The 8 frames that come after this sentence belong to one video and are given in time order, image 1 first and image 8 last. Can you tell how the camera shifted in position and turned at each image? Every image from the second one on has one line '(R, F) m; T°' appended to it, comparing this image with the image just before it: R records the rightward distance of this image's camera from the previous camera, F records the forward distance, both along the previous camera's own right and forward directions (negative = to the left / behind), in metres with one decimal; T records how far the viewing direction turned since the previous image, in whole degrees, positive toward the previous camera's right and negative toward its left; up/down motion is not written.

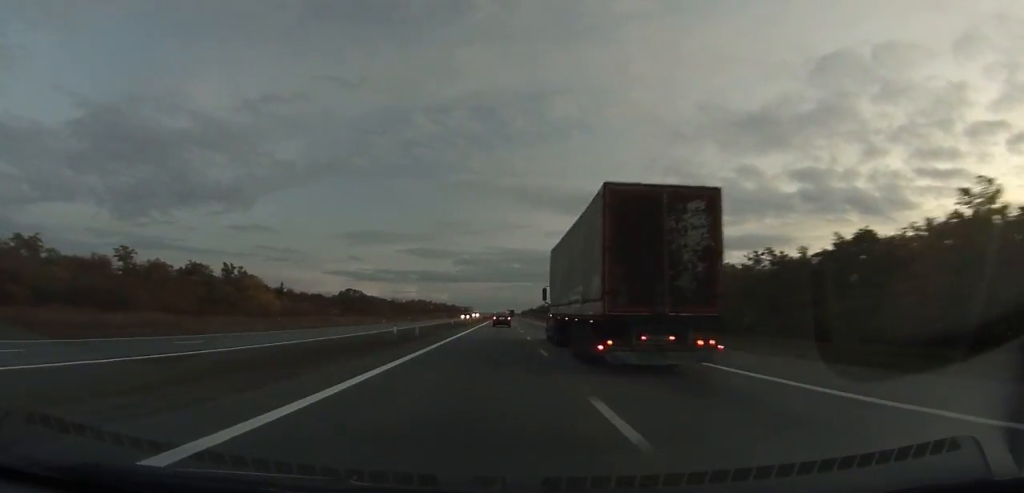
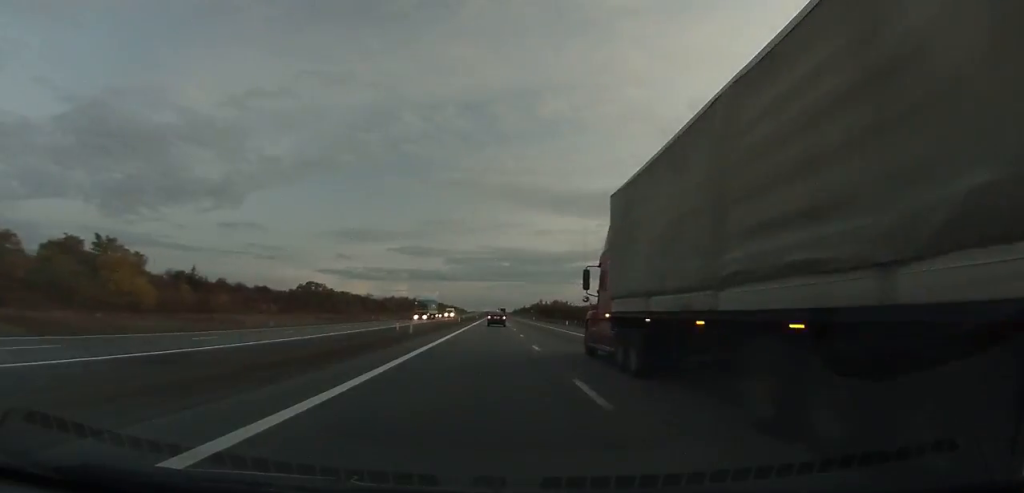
(+0.2, +50.3) m; 0°
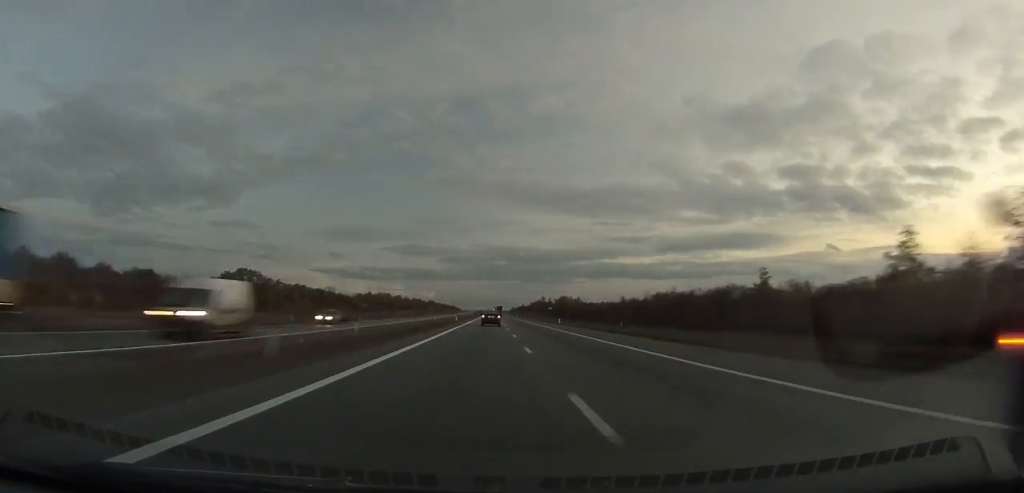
(+0.2, +66.3) m; 0°
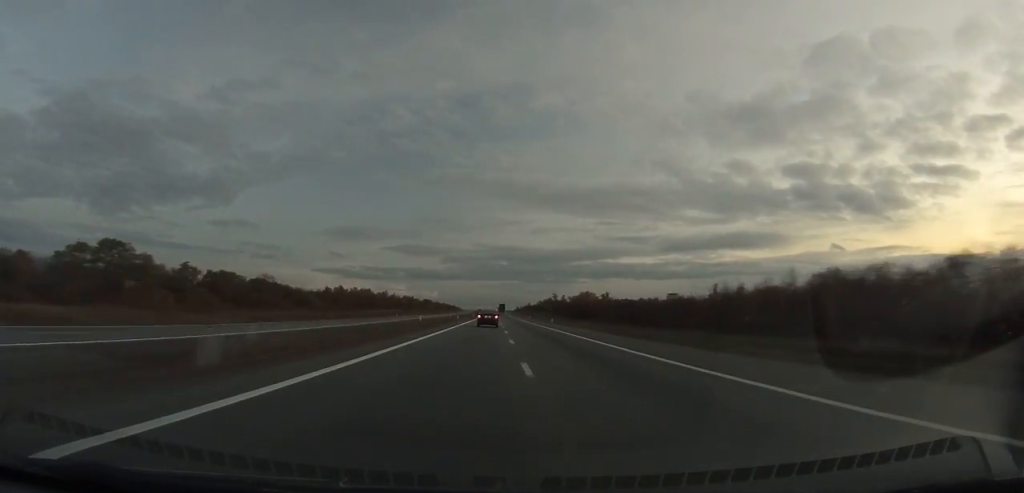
(+0.2, +69.3) m; 0°
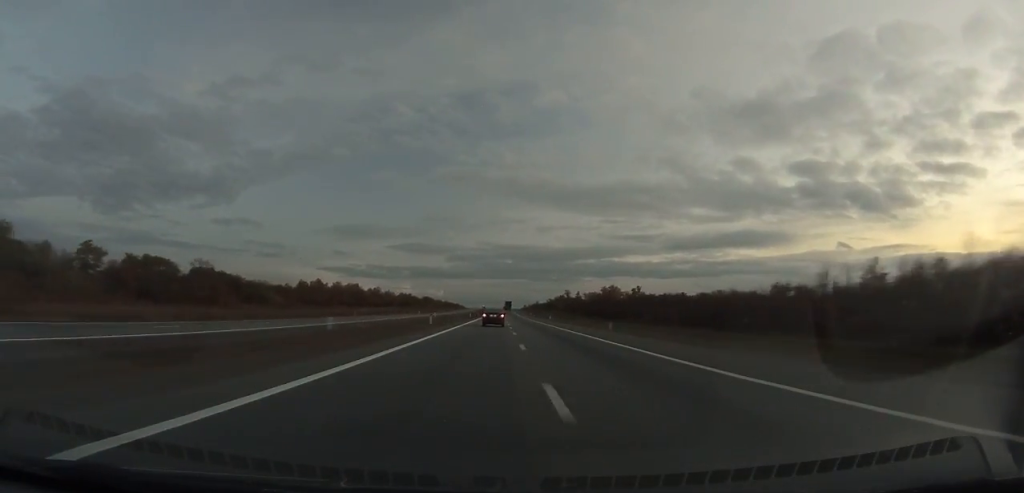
(-0.2, +40.0) m; 0°
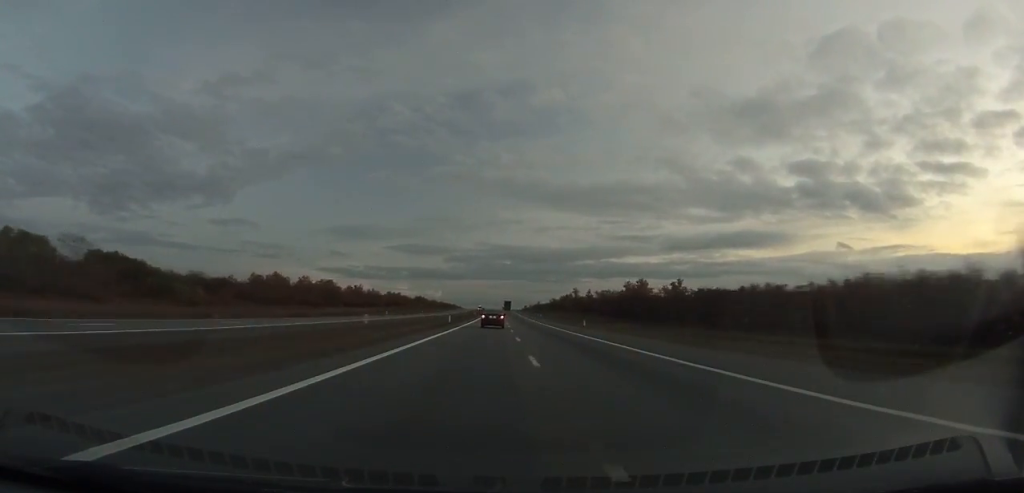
(-0.1, +43.1) m; 0°
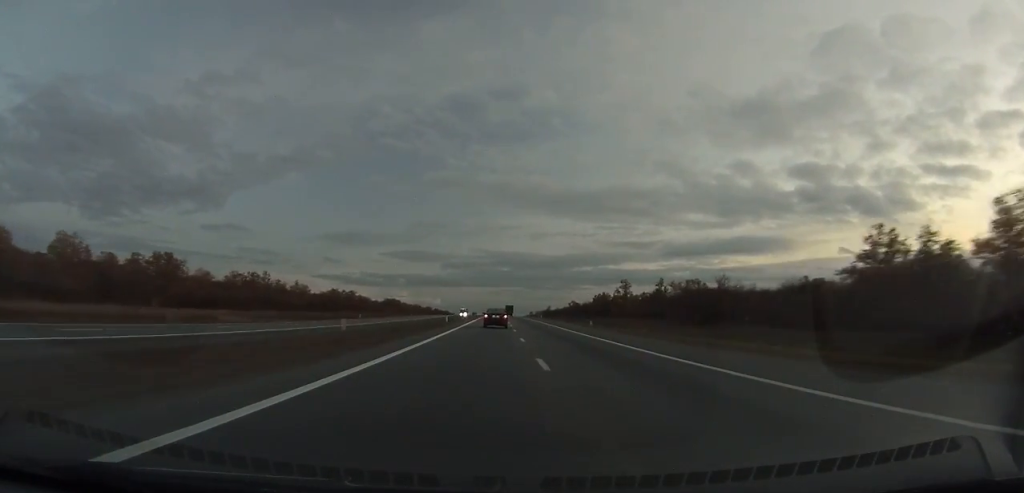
(+0.1, +124.8) m; 0°
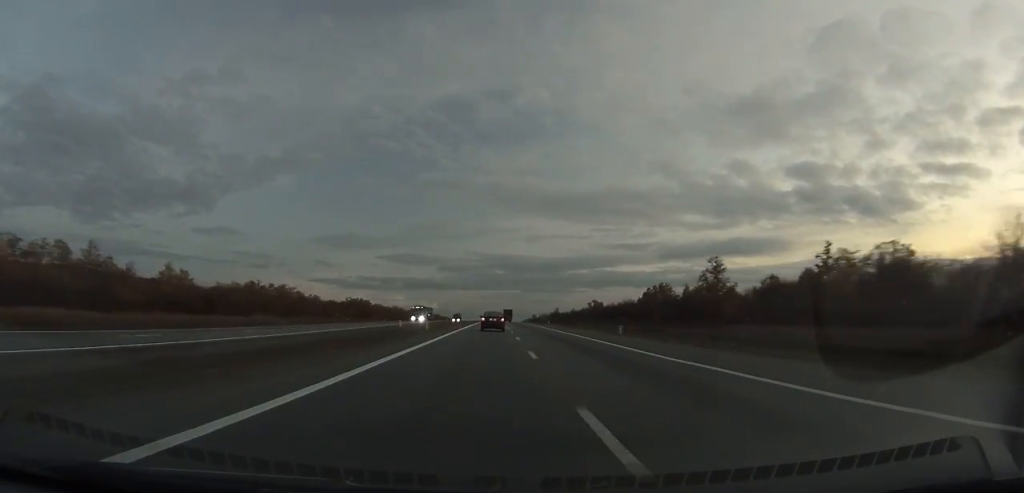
(+0.2, +81.6) m; 0°
